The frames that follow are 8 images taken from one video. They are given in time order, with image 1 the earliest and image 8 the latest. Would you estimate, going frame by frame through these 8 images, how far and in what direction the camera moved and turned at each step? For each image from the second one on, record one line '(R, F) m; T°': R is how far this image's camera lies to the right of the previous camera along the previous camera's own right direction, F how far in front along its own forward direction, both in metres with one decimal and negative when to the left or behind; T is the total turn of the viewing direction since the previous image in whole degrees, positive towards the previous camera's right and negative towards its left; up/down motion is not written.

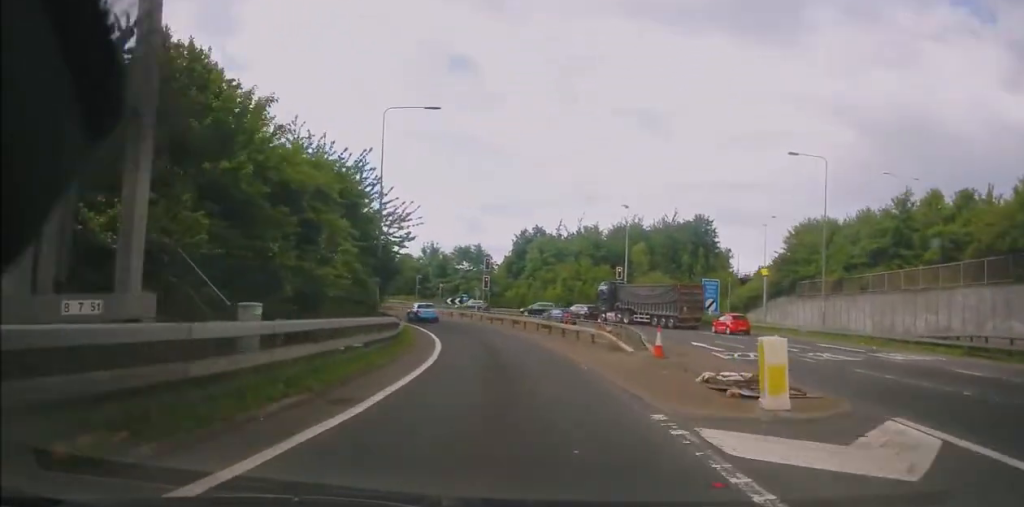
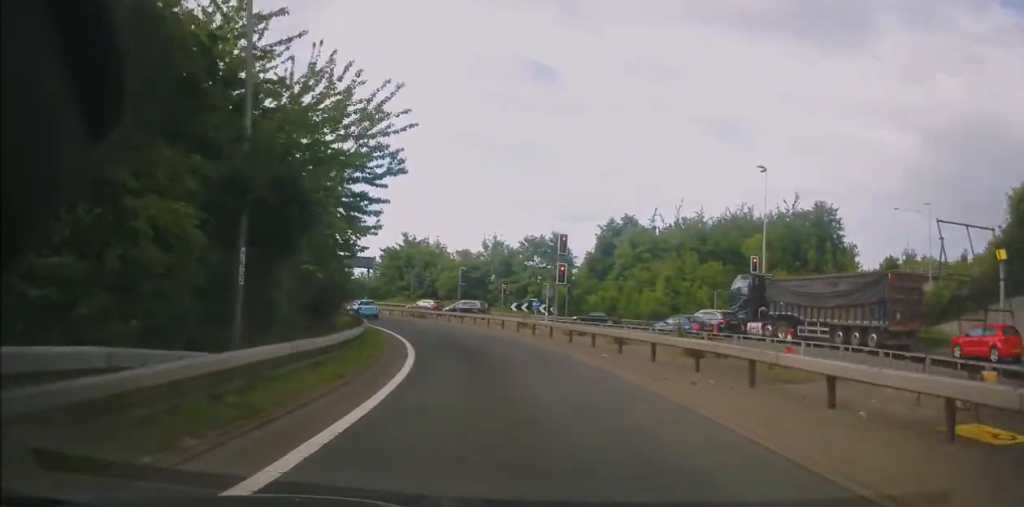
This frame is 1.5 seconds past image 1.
(-0.8, +21.2) m; -7°
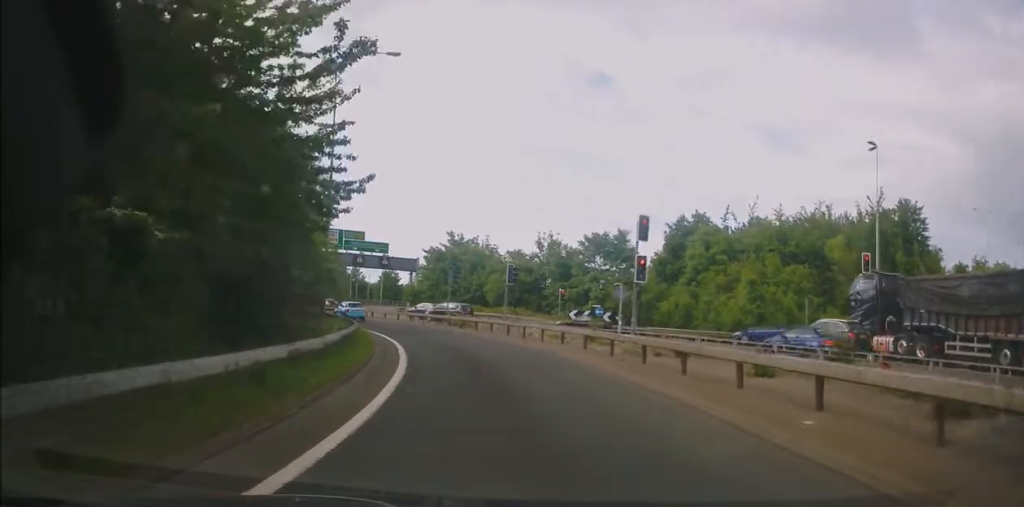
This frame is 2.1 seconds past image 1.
(-0.6, +9.2) m; -5°
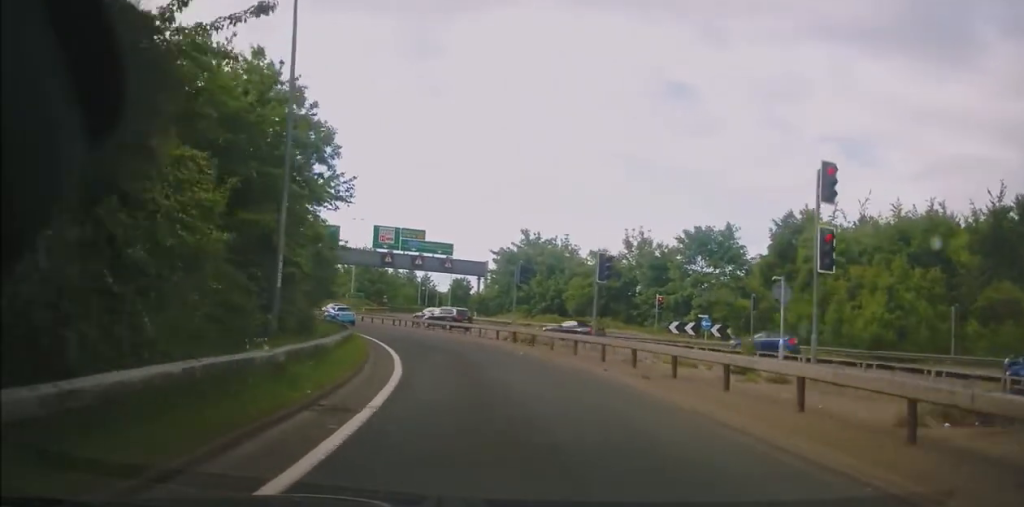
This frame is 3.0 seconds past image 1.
(-0.6, +11.3) m; -6°
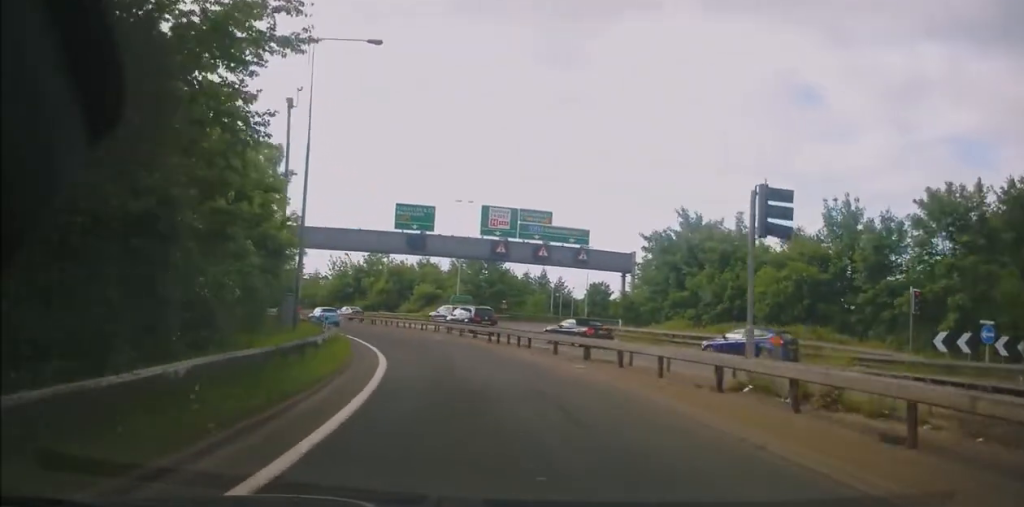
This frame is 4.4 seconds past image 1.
(-1.7, +19.0) m; -13°
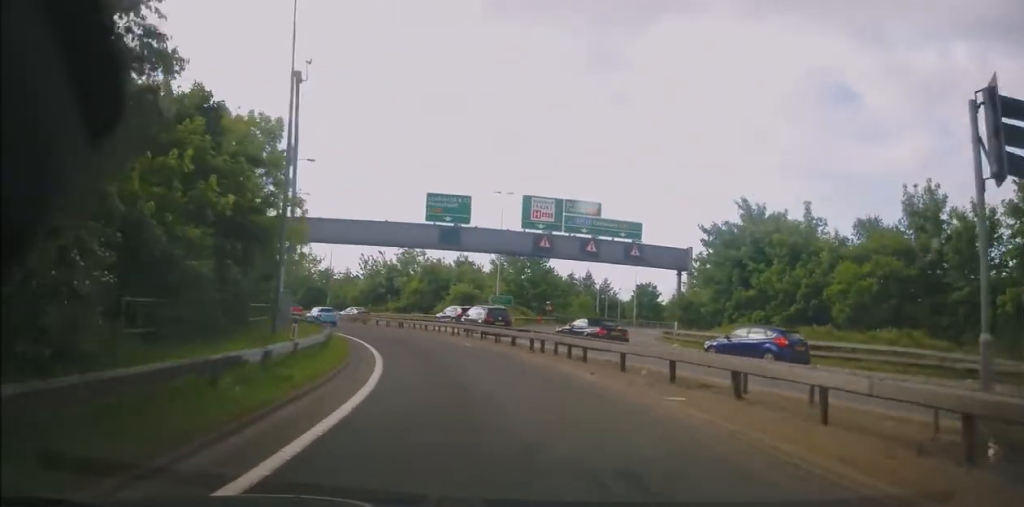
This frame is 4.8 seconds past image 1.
(-0.3, +5.5) m; -4°
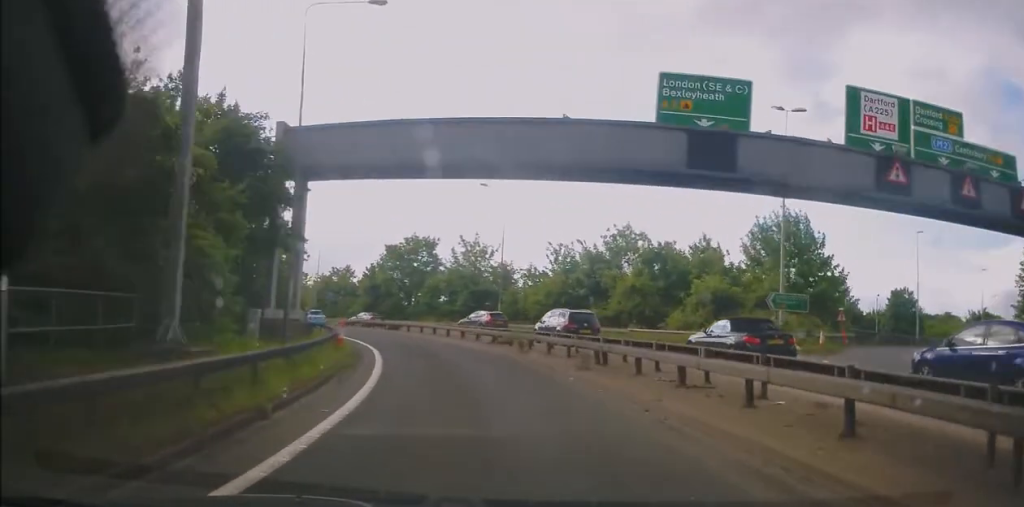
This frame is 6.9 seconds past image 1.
(-4.9, +26.0) m; -20°
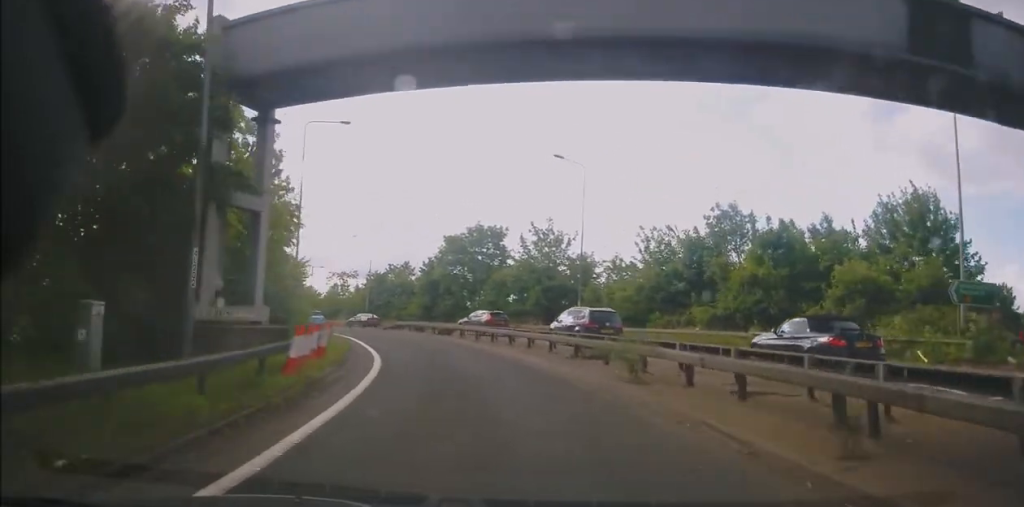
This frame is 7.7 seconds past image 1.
(-0.6, +9.7) m; -6°
